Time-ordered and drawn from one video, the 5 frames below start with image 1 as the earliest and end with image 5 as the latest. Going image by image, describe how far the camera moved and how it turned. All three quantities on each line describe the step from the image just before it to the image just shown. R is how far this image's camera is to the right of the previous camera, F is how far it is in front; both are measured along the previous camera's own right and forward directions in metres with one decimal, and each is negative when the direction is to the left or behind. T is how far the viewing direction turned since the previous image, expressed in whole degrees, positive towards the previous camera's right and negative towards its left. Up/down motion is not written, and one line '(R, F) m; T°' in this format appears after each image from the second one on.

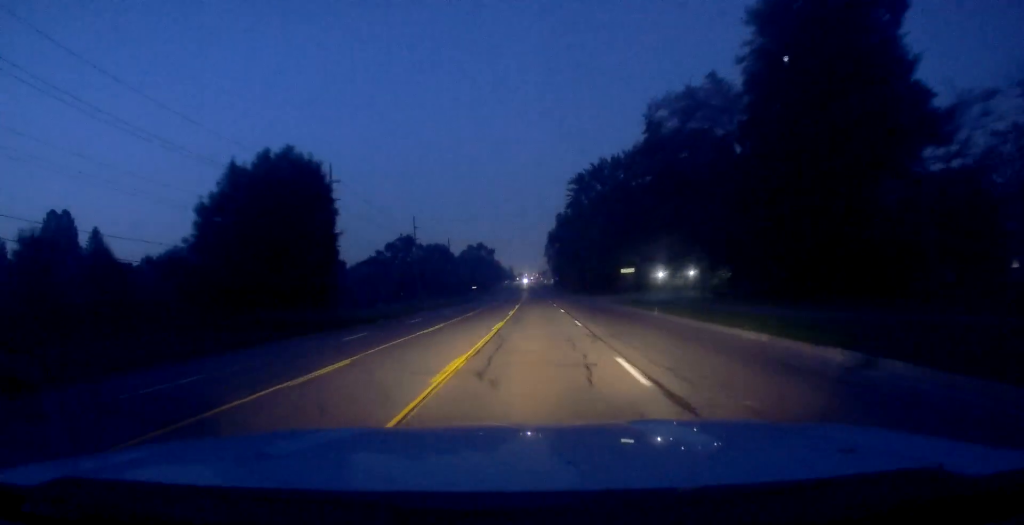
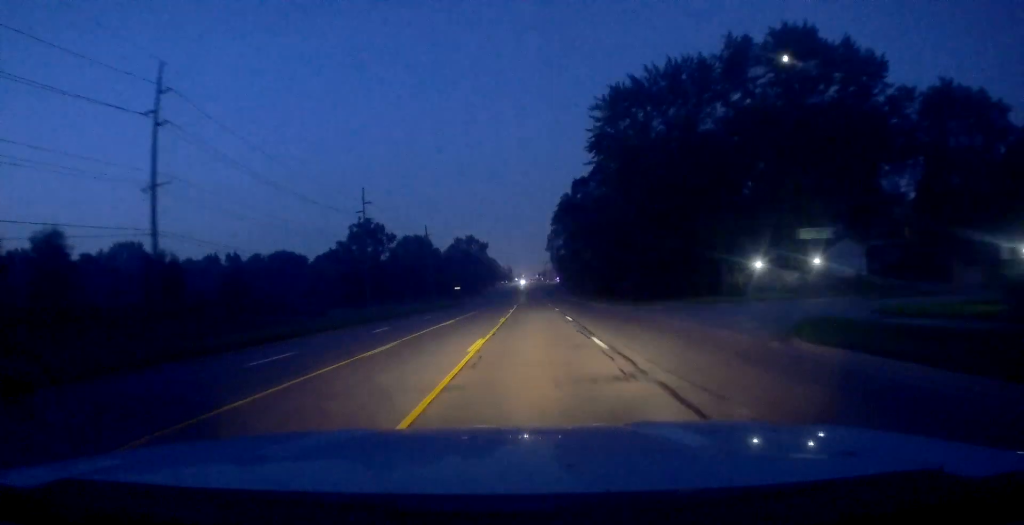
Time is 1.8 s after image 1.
(+0.6, +39.0) m; +1°
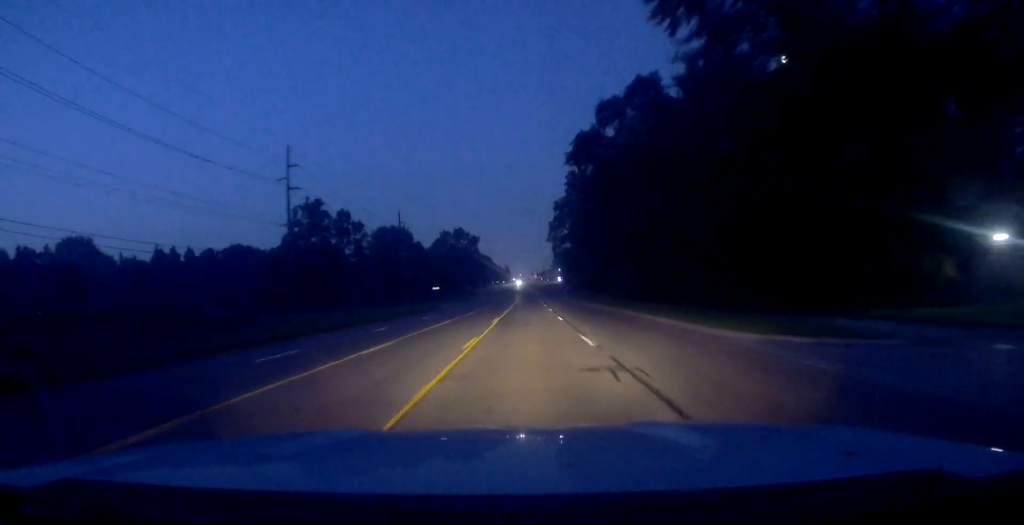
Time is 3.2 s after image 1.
(+0.5, +29.8) m; 0°
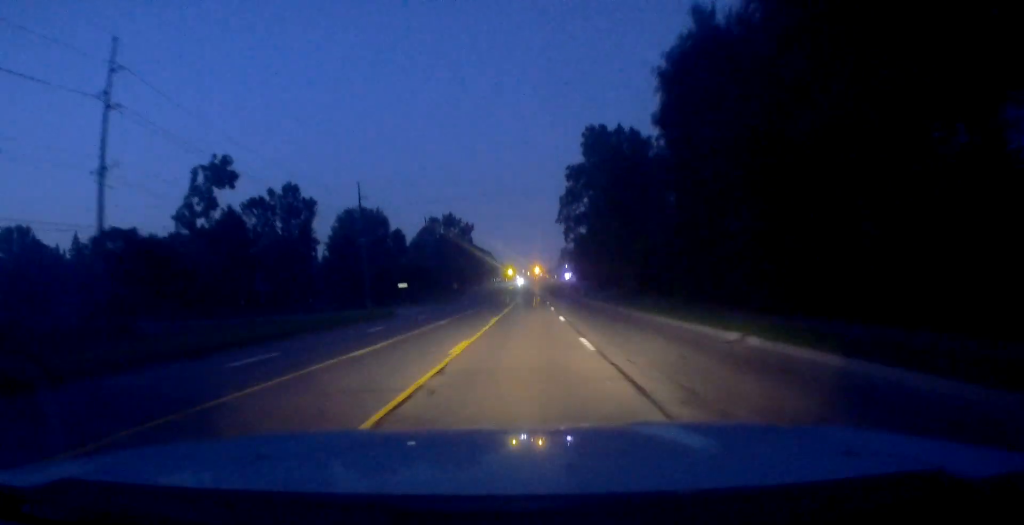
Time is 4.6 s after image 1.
(-0.9, +32.0) m; -2°
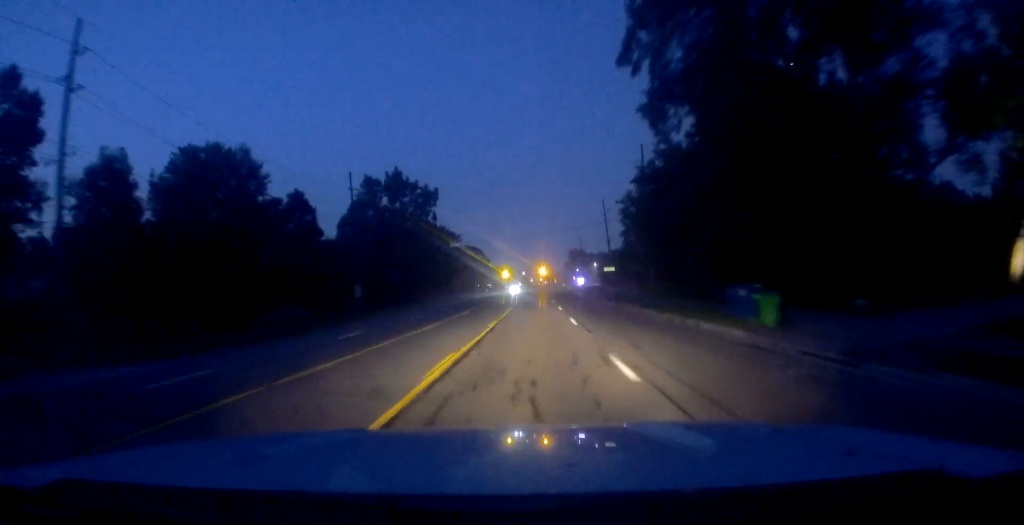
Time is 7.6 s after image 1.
(+1.2, +65.2) m; 0°
